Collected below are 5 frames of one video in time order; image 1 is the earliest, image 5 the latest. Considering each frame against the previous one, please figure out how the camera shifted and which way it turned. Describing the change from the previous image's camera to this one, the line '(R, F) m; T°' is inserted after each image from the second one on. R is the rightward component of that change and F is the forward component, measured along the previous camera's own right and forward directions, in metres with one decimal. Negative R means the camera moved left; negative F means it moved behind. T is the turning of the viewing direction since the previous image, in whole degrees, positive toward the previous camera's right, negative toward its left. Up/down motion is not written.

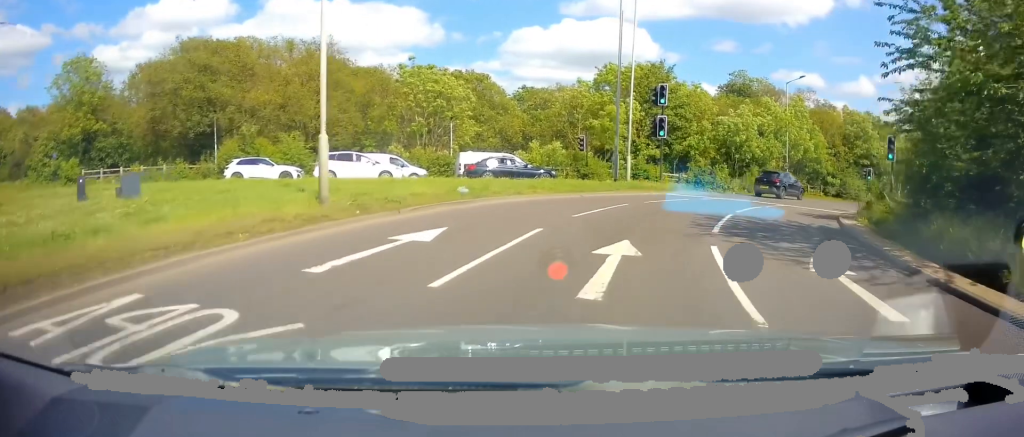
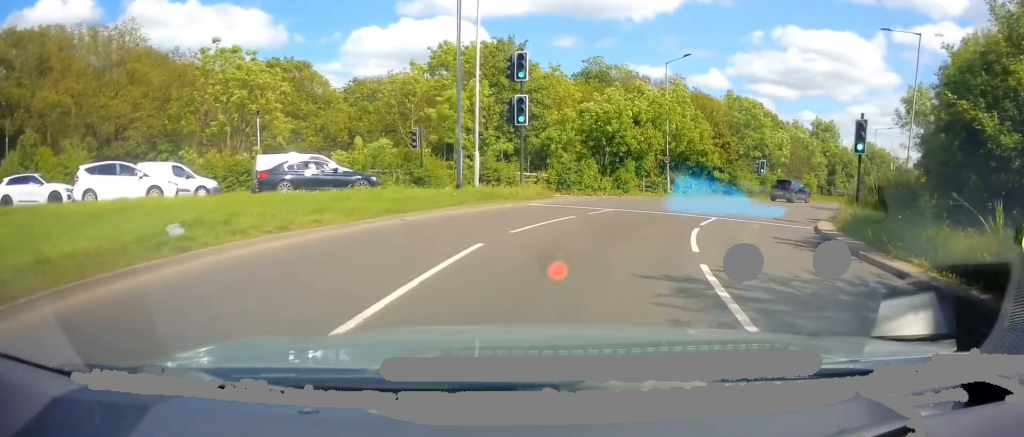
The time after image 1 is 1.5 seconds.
(+1.3, +8.4) m; +17°
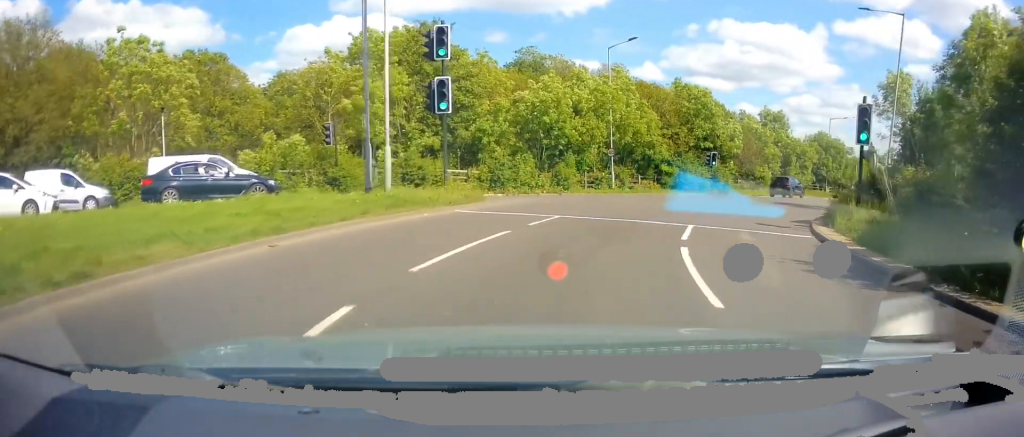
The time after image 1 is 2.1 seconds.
(+0.2, +3.7) m; +7°
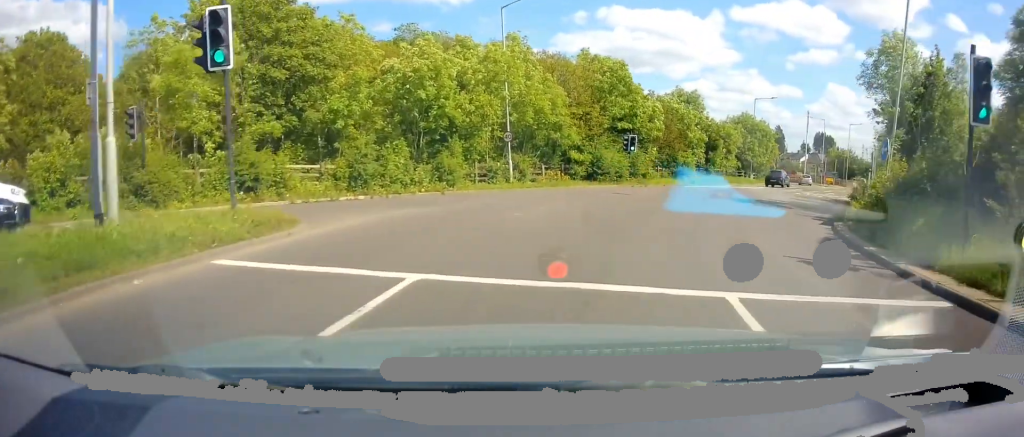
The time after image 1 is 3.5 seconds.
(+1.1, +7.8) m; +14°
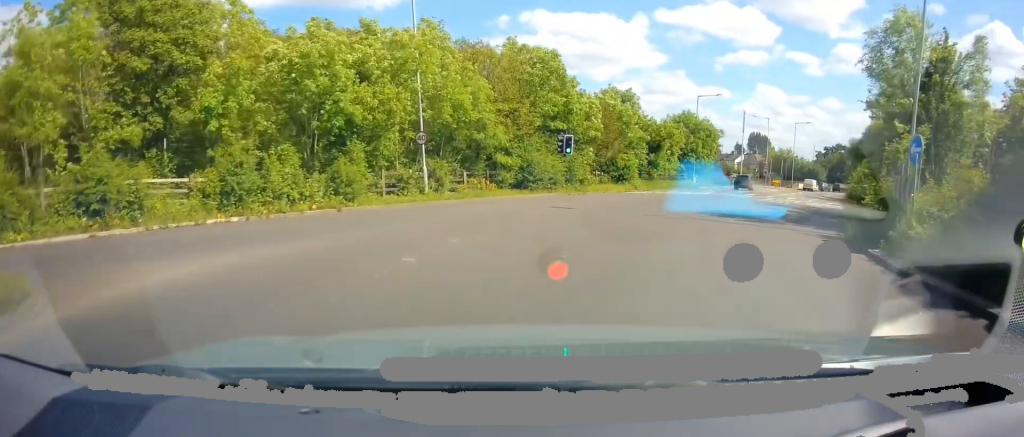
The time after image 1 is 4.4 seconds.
(+0.4, +5.1) m; +6°
